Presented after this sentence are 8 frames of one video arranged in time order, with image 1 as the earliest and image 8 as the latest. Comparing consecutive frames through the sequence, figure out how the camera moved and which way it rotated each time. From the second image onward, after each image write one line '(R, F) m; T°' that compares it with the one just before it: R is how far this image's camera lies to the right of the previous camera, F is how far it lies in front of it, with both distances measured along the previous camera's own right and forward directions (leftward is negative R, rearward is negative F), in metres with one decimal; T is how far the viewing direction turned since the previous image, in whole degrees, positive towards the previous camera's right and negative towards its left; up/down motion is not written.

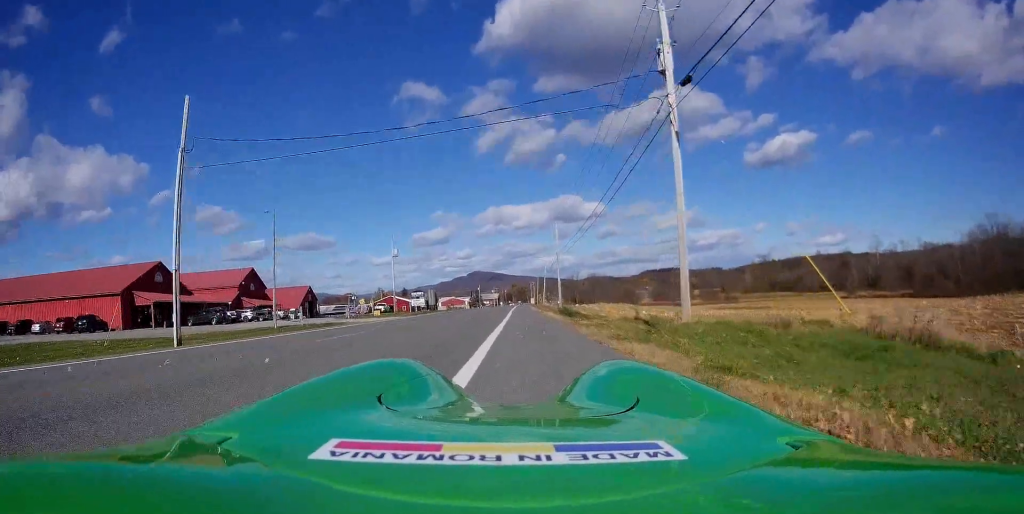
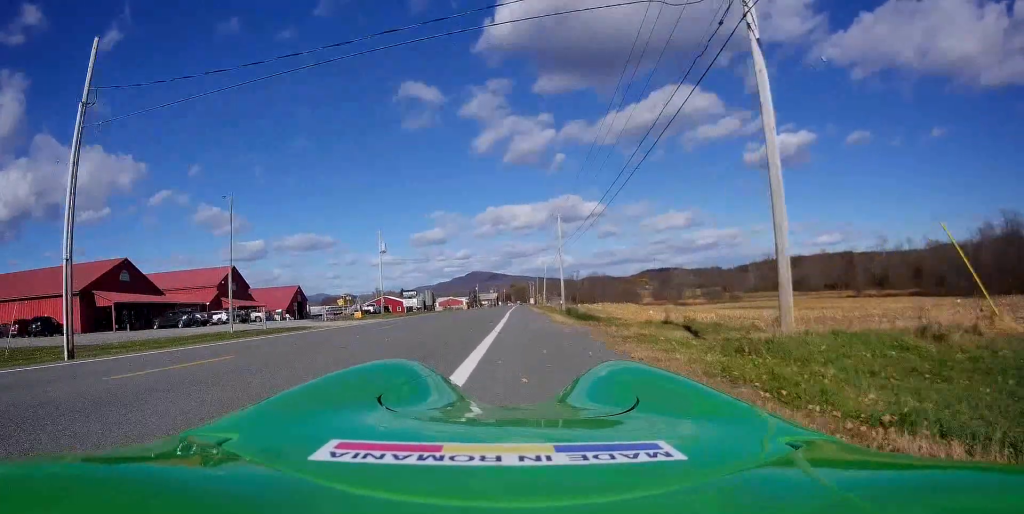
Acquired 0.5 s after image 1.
(+0.1, +6.8) m; -1°
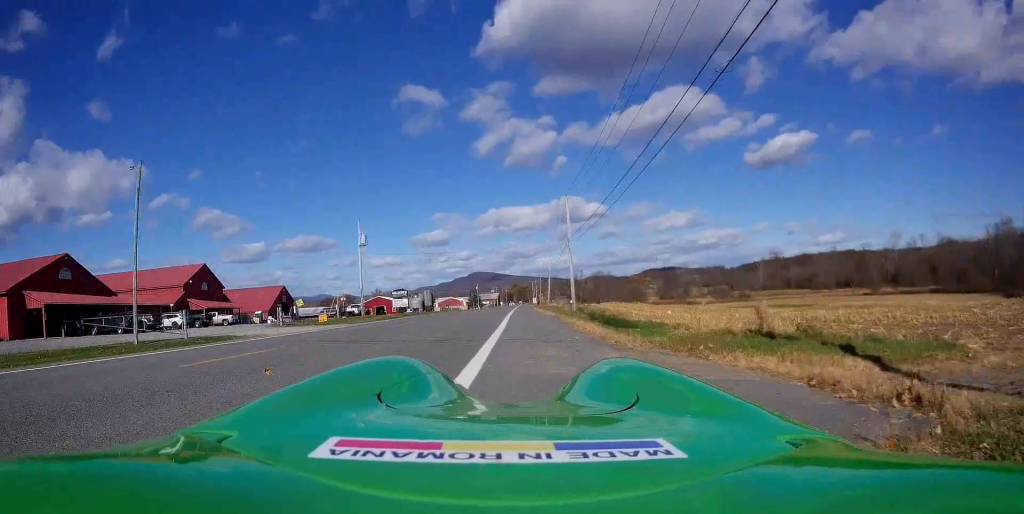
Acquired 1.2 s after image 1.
(0.0, +10.2) m; -2°
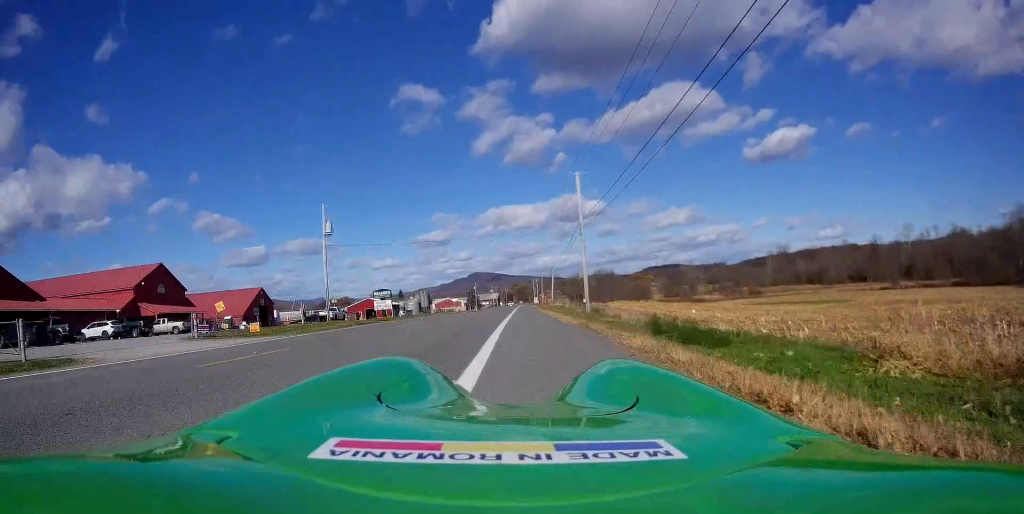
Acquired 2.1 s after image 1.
(-0.6, +11.9) m; -1°
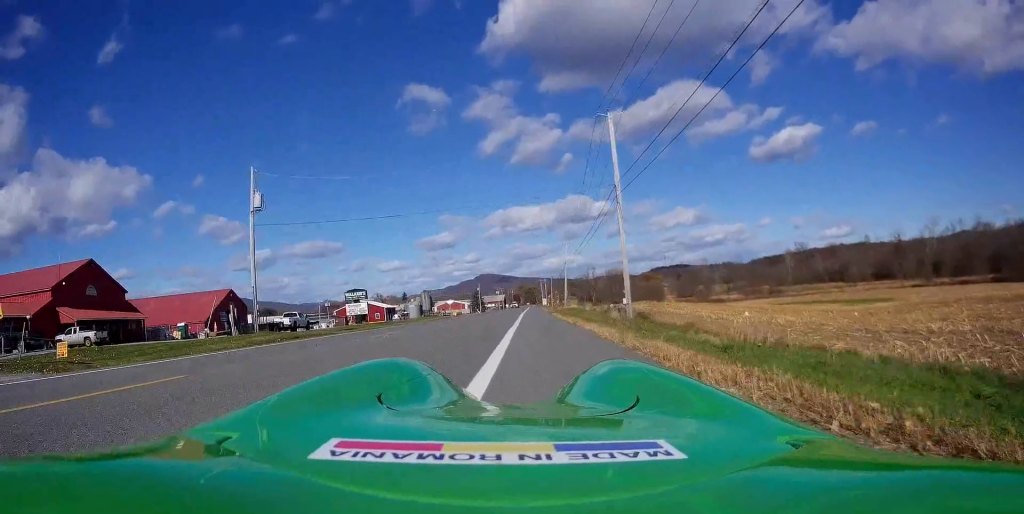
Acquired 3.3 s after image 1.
(+0.7, +15.8) m; +4°
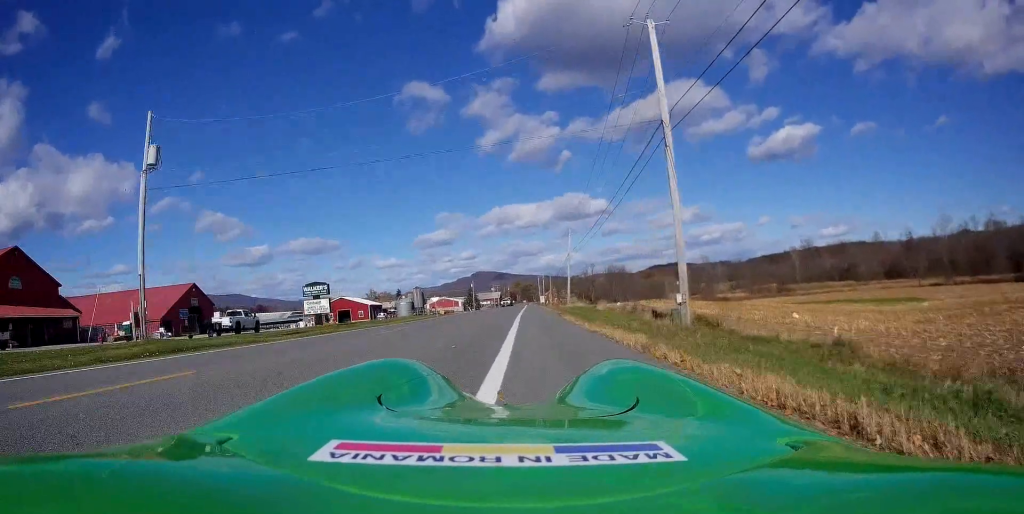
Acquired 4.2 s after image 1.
(+0.3, +11.8) m; 0°
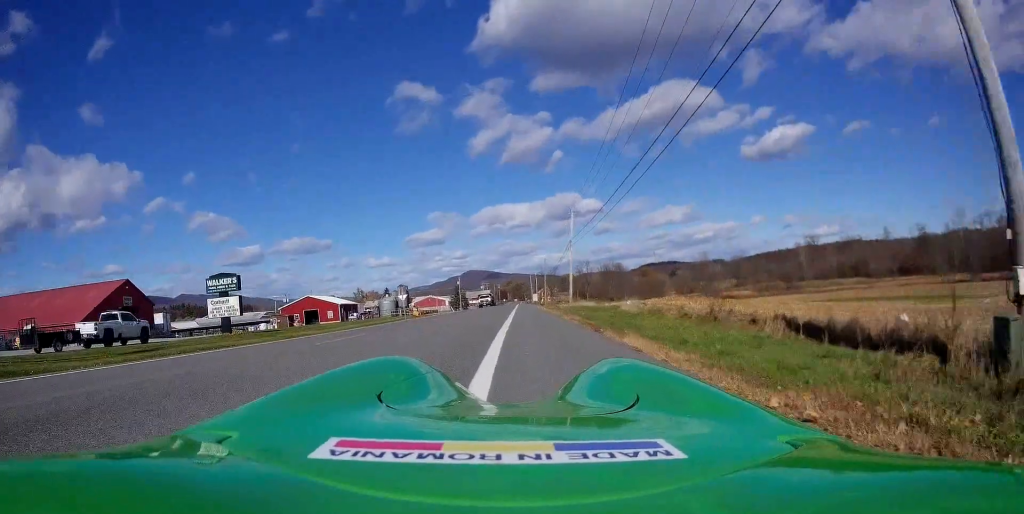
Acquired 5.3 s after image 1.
(-0.6, +15.9) m; -2°
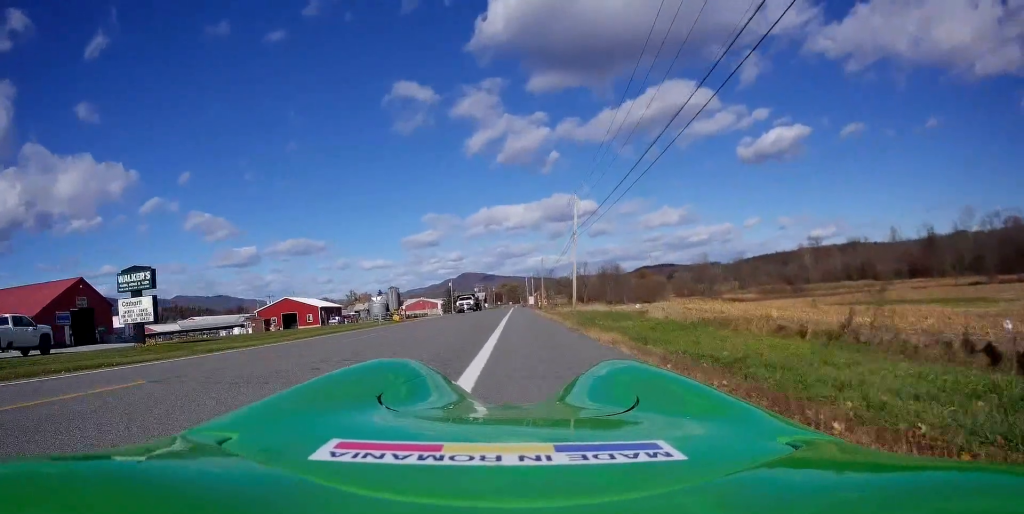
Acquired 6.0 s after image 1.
(-0.1, +9.2) m; 0°
